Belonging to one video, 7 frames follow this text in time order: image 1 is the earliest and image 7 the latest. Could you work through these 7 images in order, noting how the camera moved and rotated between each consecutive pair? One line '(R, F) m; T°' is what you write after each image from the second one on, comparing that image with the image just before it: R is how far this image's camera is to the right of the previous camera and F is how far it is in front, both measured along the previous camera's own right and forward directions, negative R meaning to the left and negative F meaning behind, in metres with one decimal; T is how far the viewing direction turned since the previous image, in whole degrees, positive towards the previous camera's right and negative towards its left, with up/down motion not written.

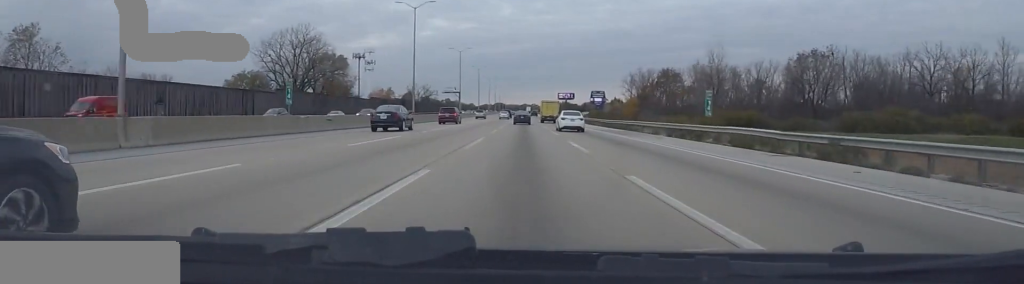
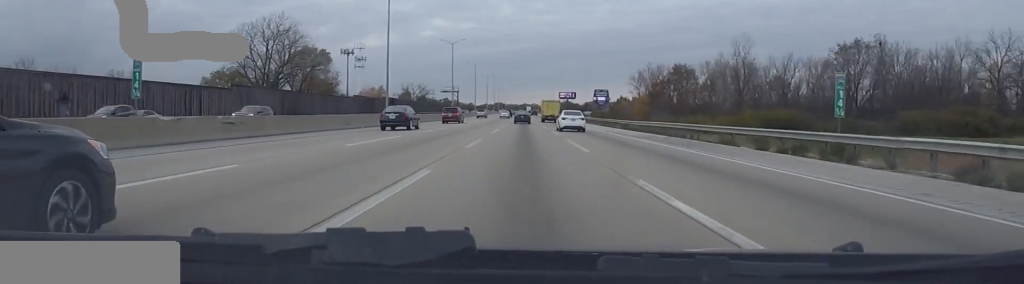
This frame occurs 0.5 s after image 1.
(0.0, +15.2) m; 0°
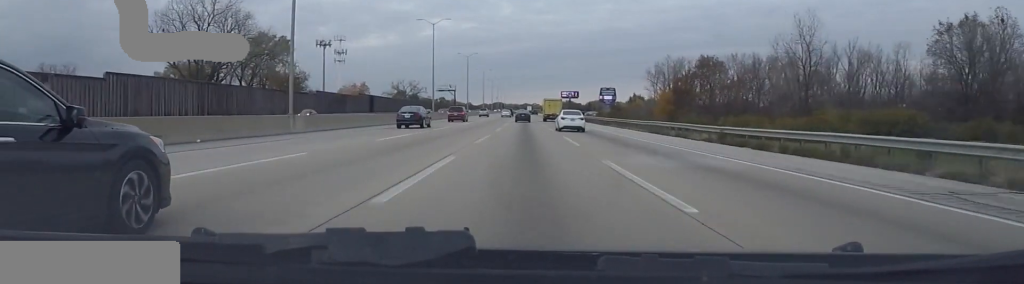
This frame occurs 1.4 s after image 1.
(-0.5, +25.8) m; 0°
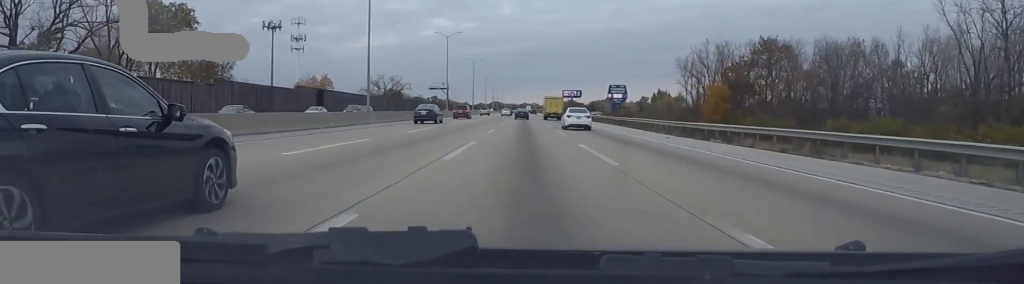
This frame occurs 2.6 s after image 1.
(+1.0, +38.0) m; +1°
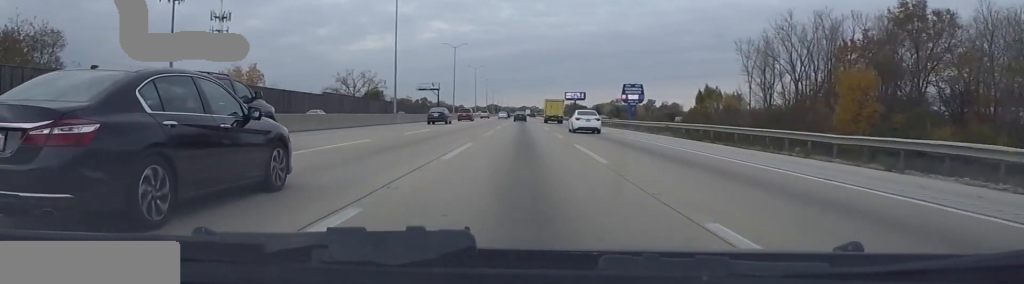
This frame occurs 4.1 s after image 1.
(-1.0, +44.8) m; -1°
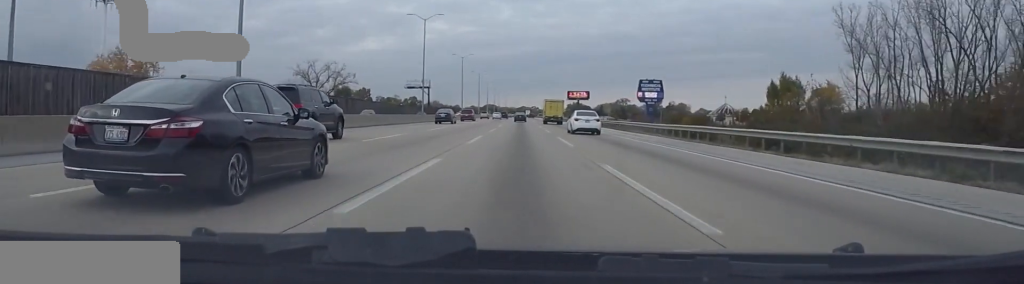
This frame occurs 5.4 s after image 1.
(+0.9, +38.7) m; +1°
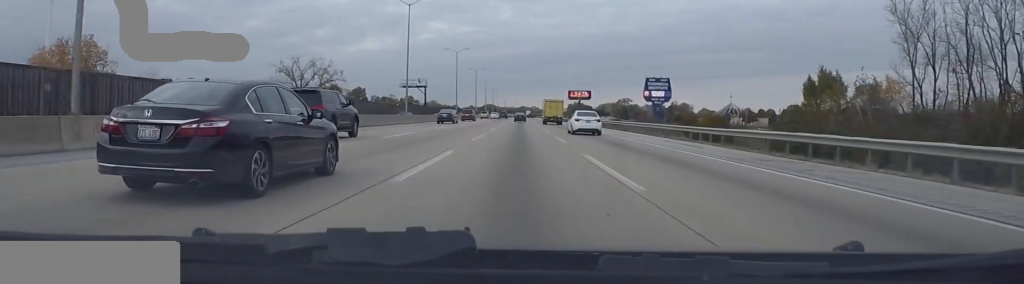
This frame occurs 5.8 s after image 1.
(+0.1, +12.4) m; -1°
